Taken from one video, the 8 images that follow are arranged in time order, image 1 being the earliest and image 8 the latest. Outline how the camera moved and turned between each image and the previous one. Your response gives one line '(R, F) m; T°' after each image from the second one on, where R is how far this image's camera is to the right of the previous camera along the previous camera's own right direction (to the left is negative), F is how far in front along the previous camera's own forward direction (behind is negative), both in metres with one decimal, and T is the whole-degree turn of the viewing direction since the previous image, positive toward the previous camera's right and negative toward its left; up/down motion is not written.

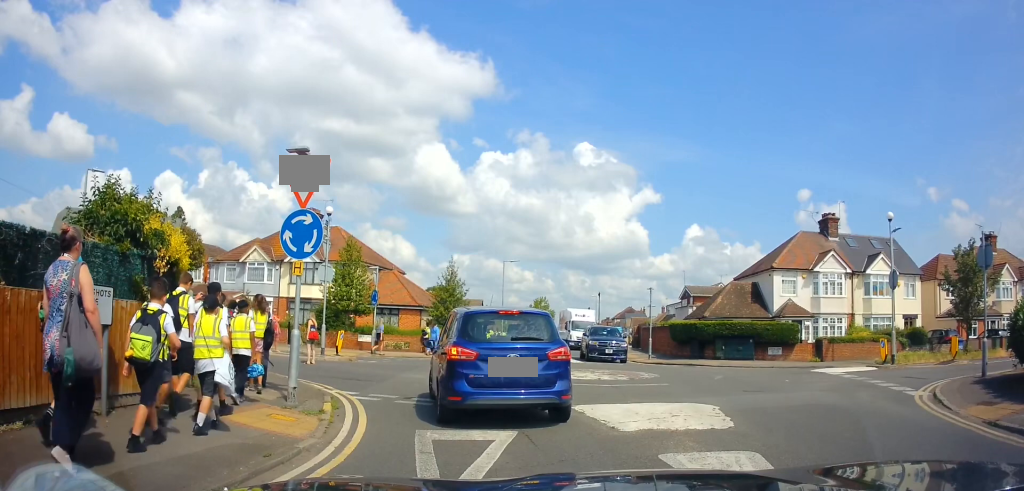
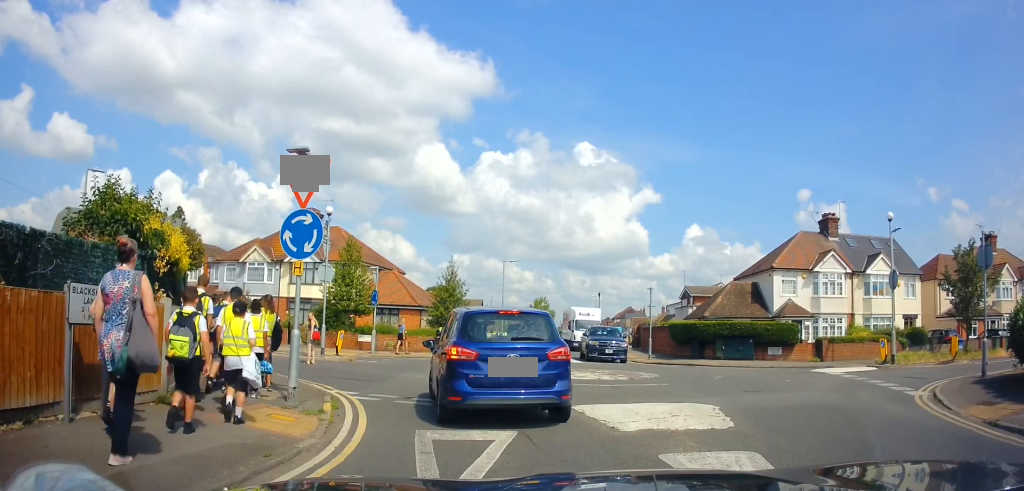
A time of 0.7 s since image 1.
(0.0, 0.0) m; 0°
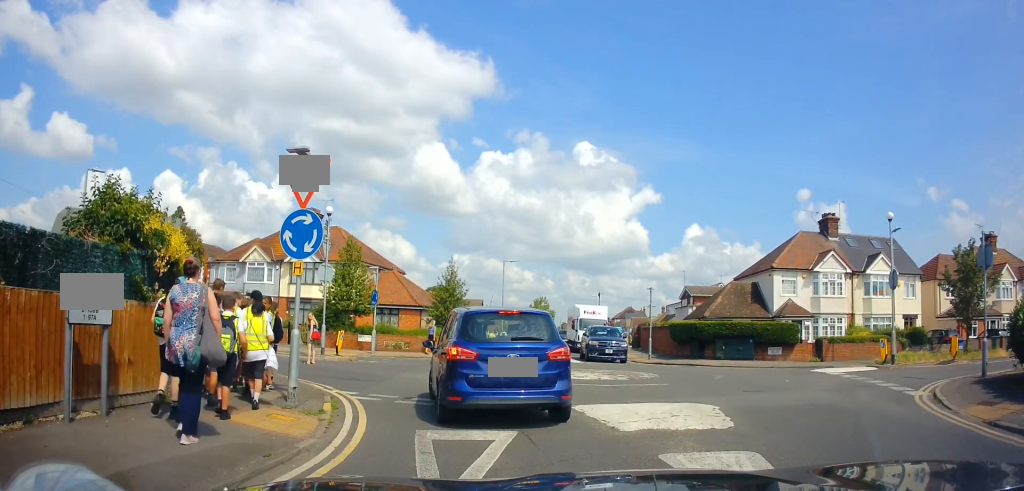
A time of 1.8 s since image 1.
(0.0, 0.0) m; 0°
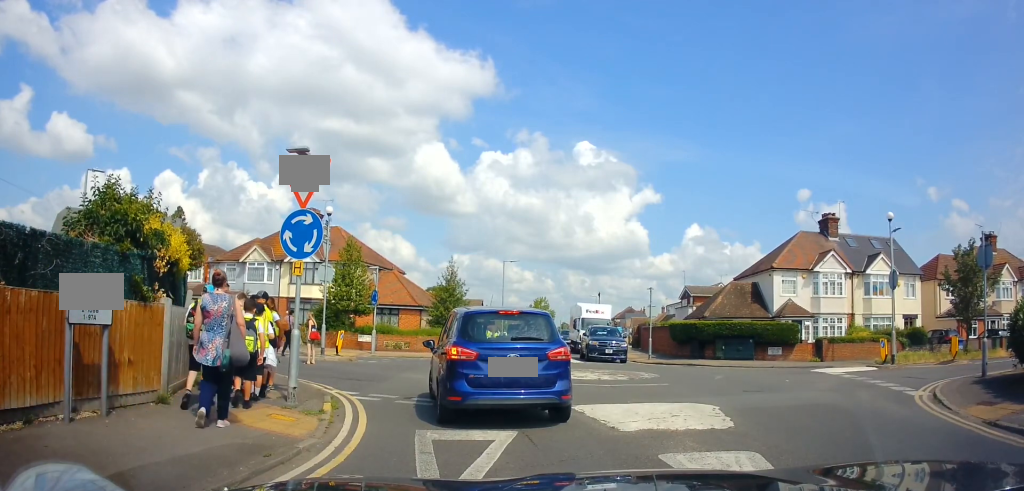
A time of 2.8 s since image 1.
(0.0, 0.0) m; 0°
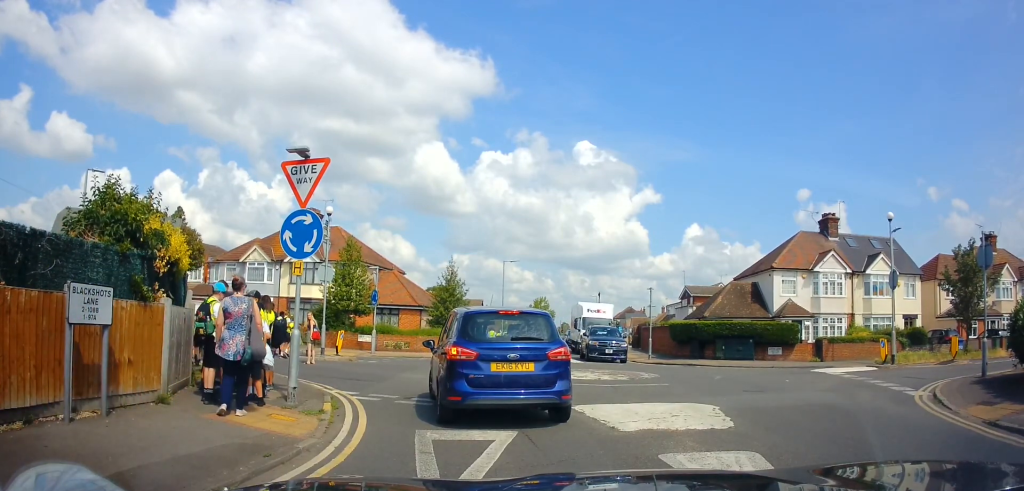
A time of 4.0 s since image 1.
(0.0, 0.0) m; 0°
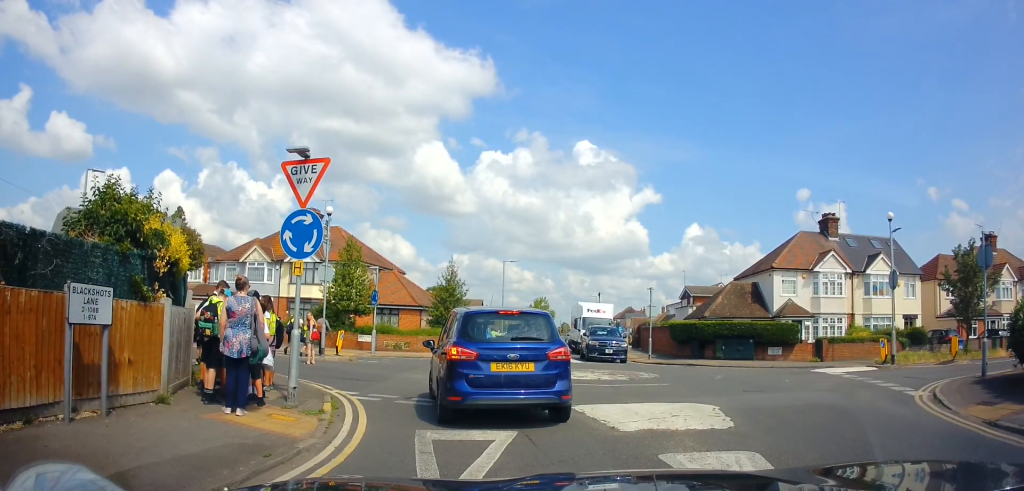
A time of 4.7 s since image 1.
(0.0, 0.0) m; 0°
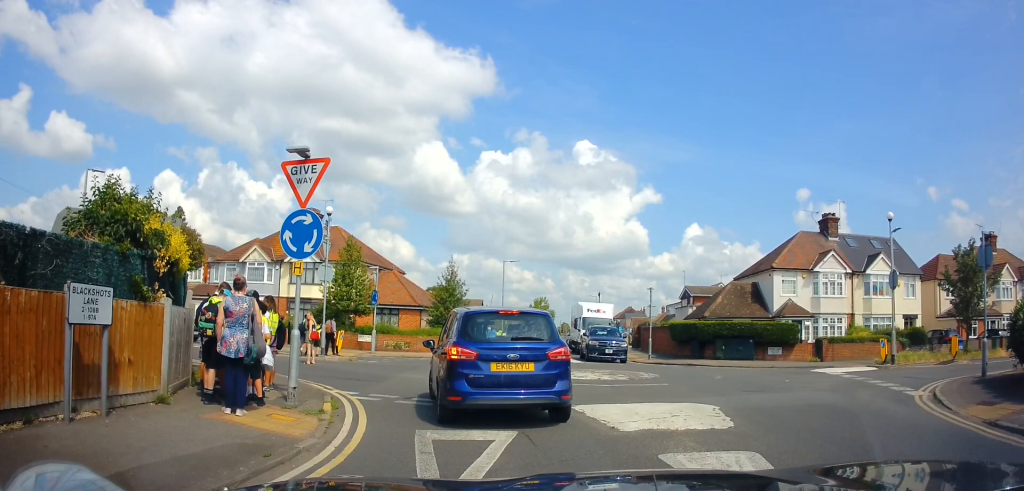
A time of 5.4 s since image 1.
(0.0, 0.0) m; 0°
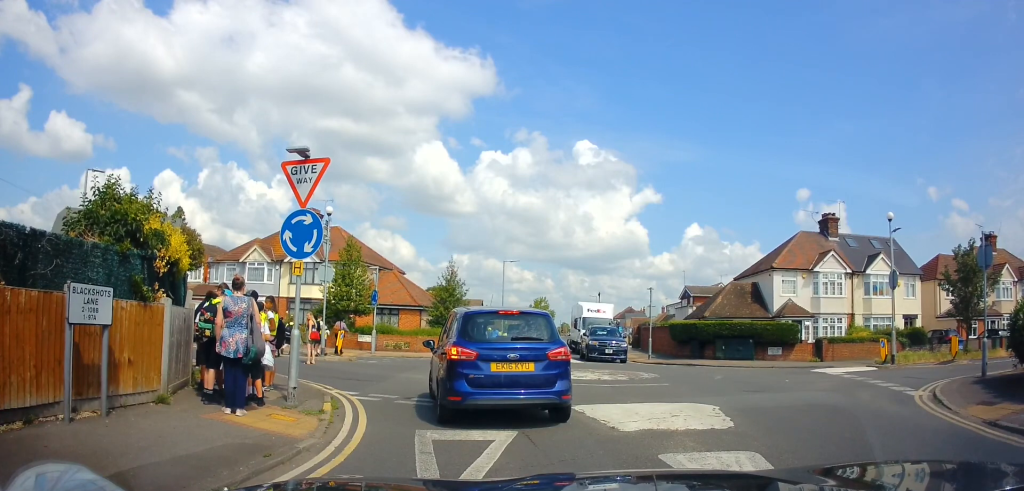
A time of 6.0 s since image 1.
(0.0, 0.0) m; 0°
